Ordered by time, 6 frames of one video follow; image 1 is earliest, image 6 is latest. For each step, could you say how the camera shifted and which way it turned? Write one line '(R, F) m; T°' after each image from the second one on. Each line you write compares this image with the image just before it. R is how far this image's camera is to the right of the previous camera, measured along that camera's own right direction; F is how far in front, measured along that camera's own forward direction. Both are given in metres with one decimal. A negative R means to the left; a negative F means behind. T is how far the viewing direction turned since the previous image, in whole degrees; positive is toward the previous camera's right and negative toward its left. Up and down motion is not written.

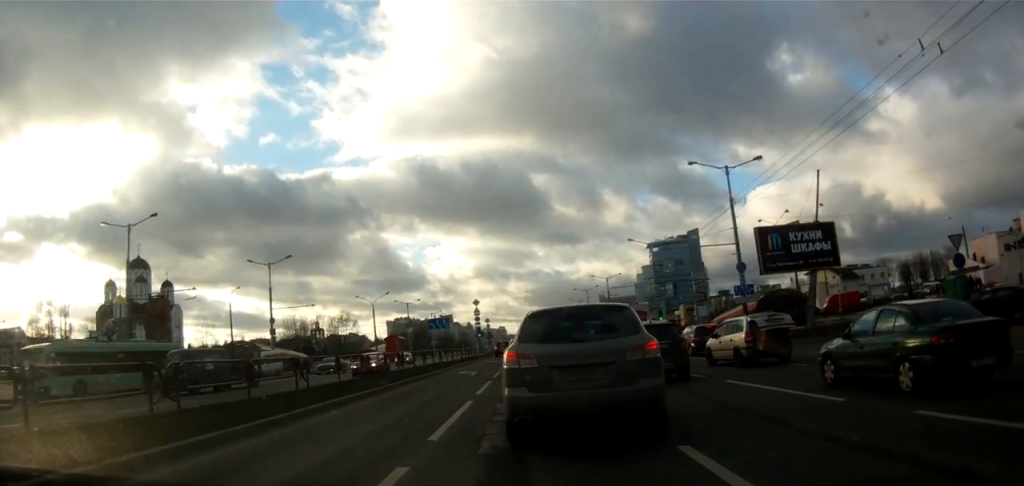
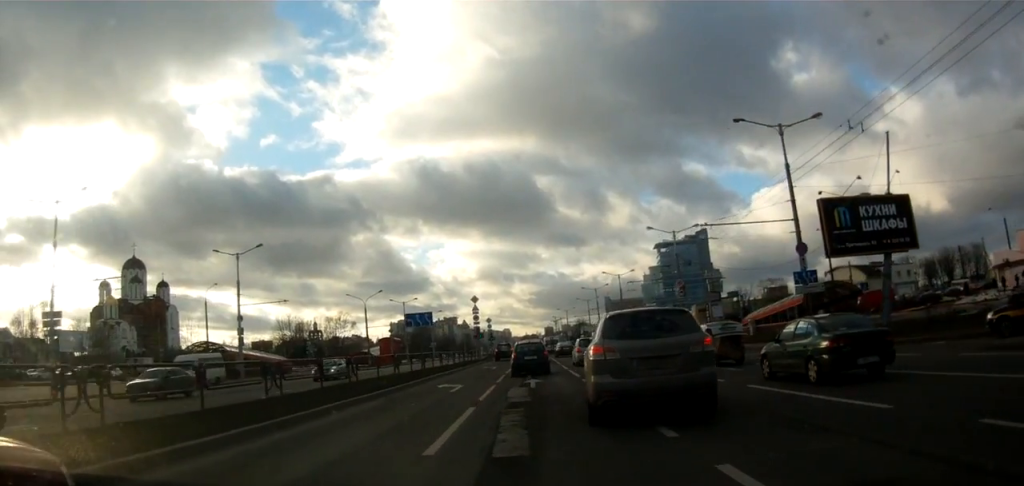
(-0.4, +9.4) m; -3°
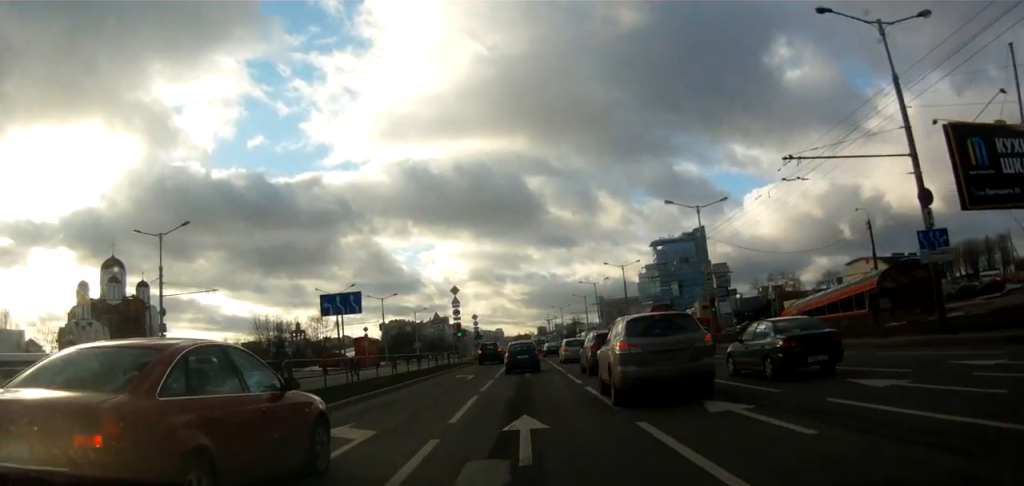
(+0.7, +12.4) m; +4°
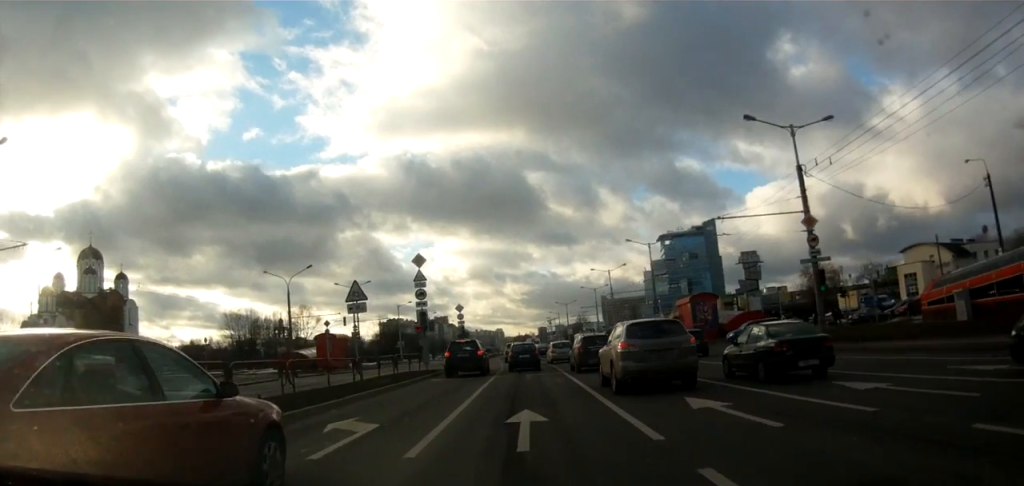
(-0.5, +19.4) m; -2°
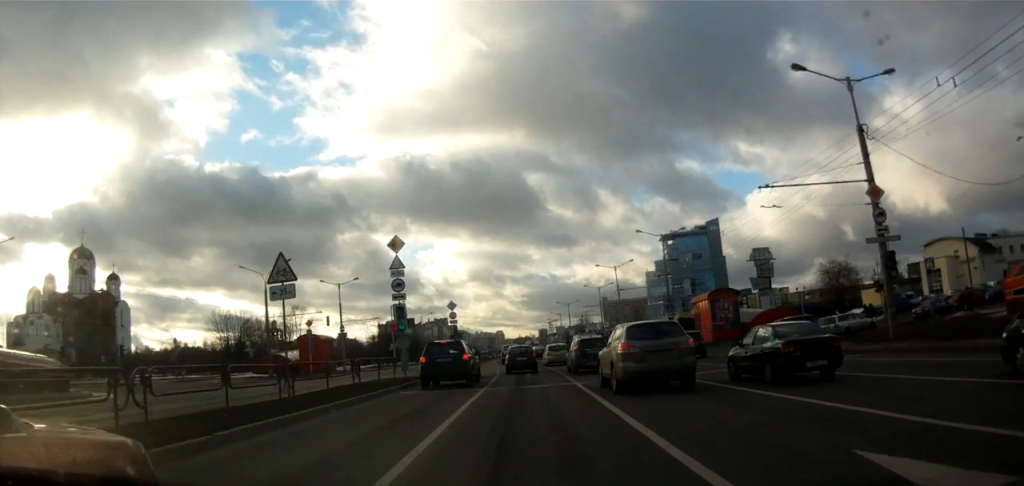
(0.0, +6.7) m; 0°
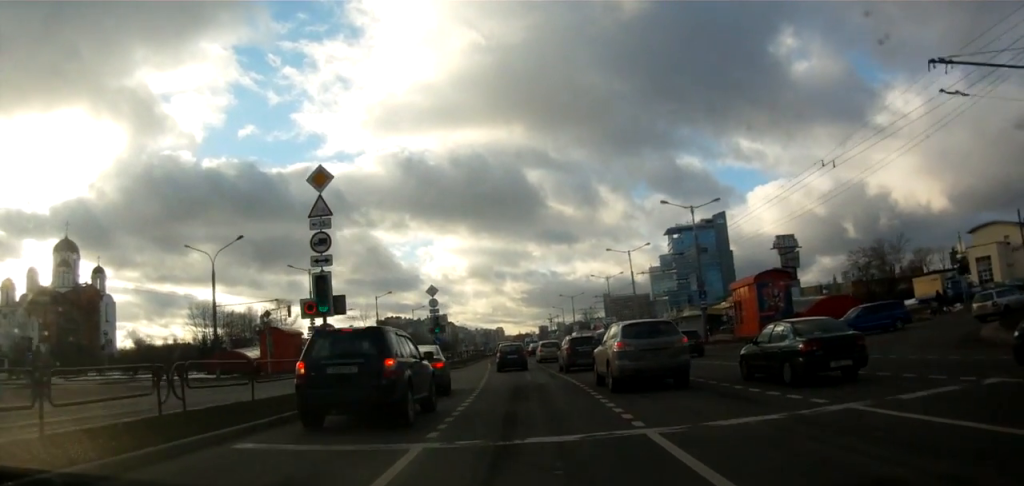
(0.0, +11.9) m; 0°
